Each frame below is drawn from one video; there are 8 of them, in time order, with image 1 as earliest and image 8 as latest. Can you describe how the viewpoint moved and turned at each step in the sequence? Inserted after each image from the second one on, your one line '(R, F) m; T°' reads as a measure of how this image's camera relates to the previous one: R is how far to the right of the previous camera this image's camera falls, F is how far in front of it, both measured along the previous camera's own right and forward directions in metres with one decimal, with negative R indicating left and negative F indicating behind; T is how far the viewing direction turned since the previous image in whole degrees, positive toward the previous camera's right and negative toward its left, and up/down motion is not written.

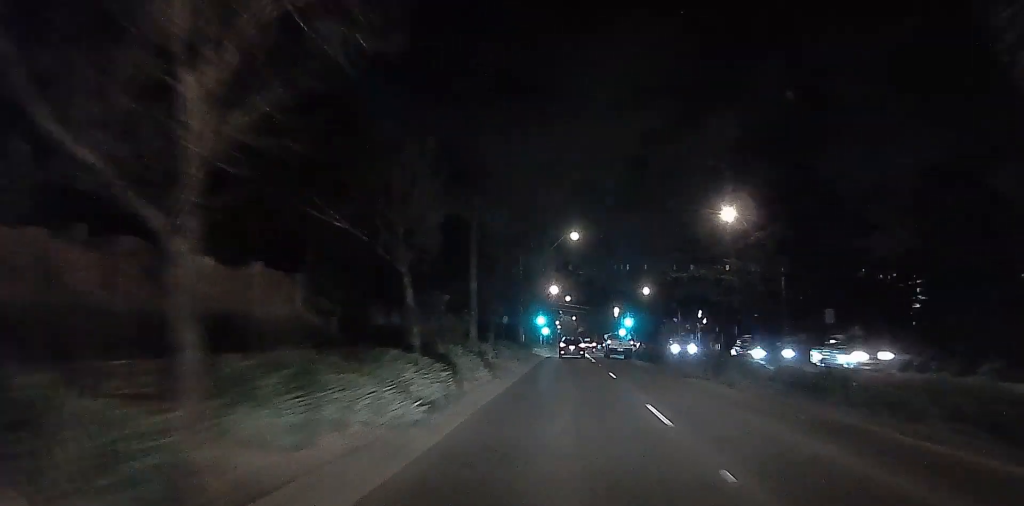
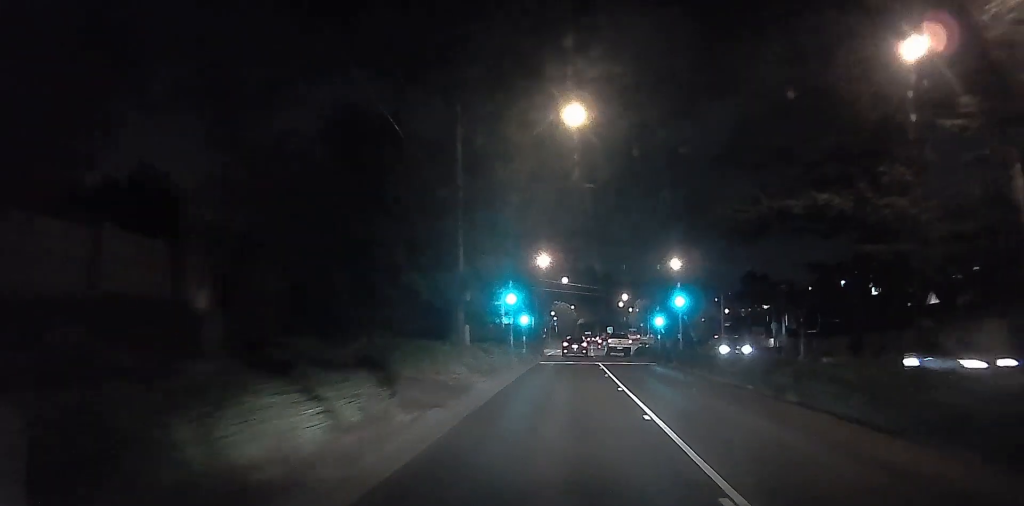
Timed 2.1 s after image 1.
(+0.1, +32.1) m; +1°
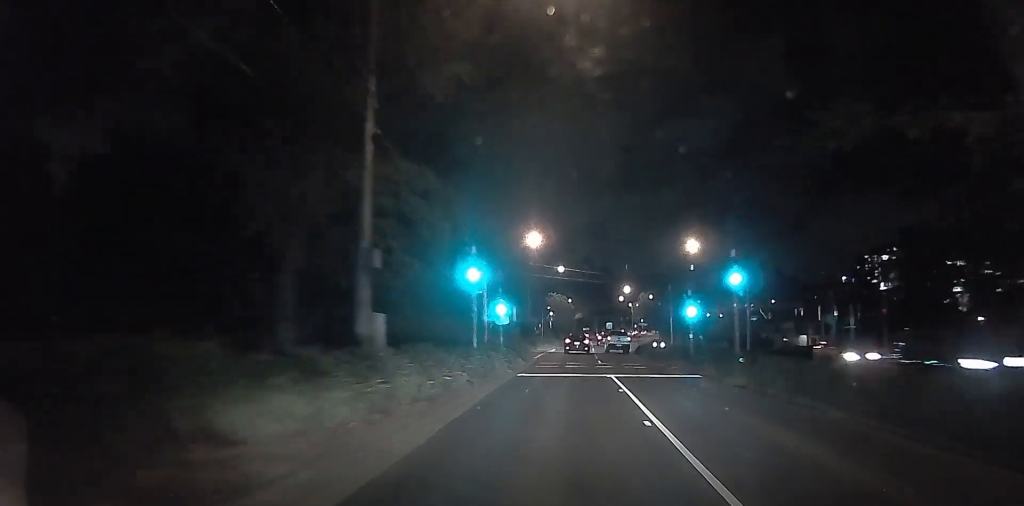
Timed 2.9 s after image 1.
(0.0, +11.5) m; 0°
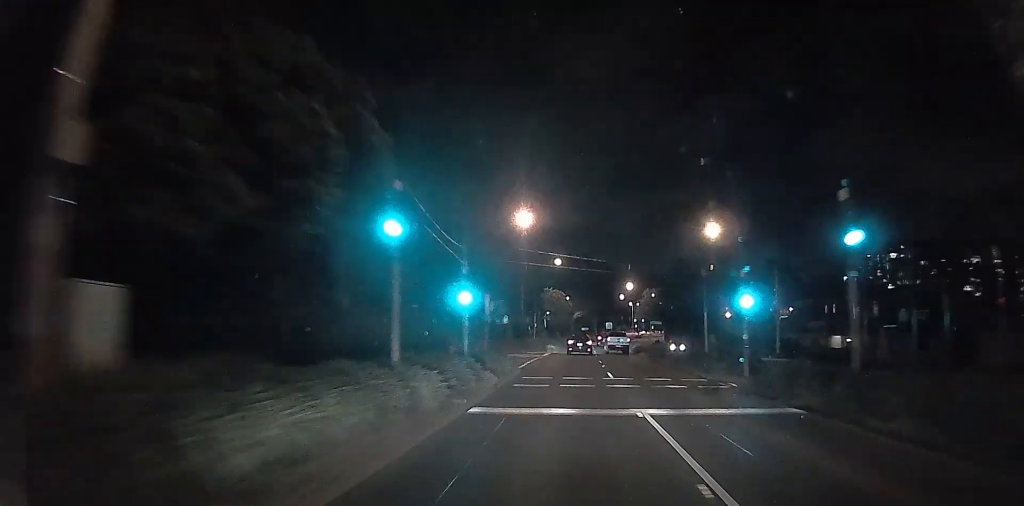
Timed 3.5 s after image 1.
(-0.1, +8.9) m; 0°
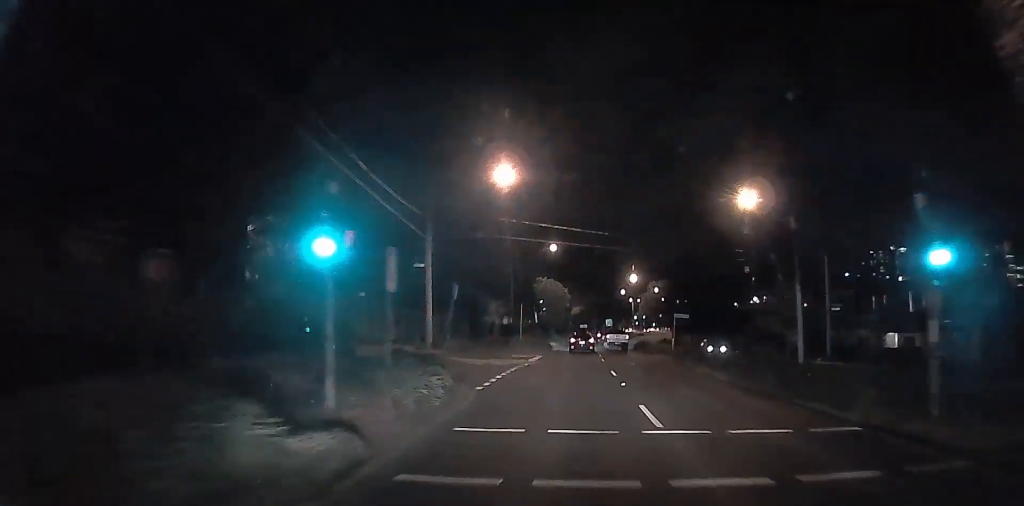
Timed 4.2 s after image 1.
(0.0, +11.3) m; 0°
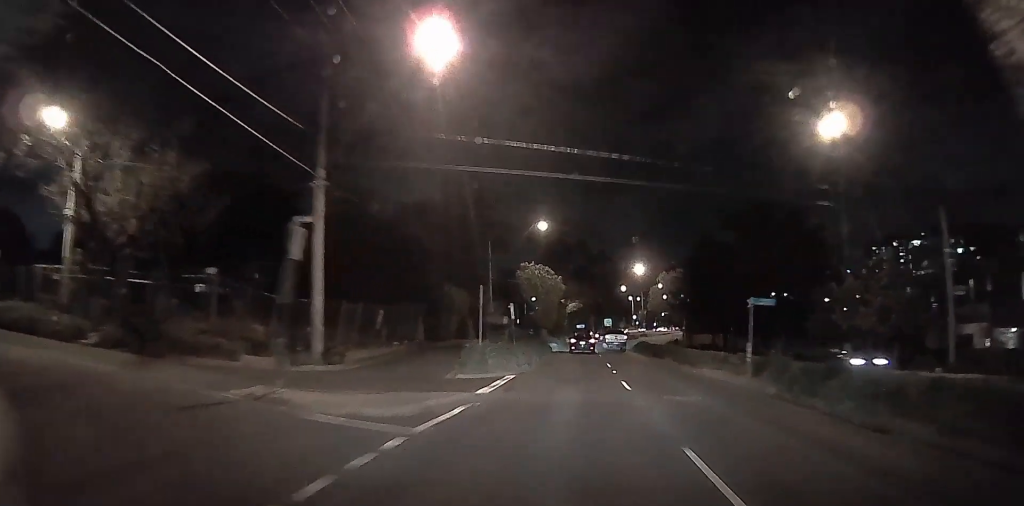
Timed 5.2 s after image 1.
(0.0, +17.6) m; 0°
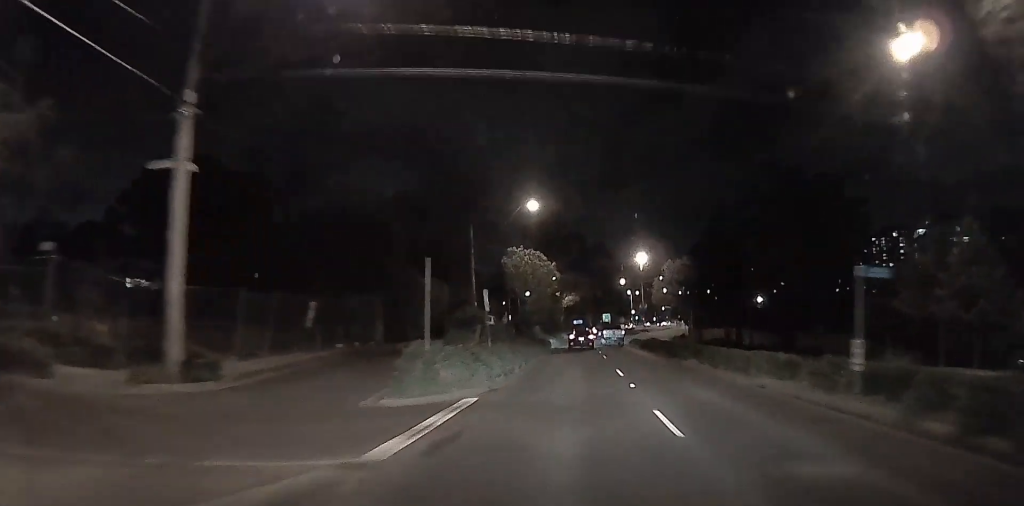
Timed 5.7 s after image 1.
(0.0, +9.3) m; -1°
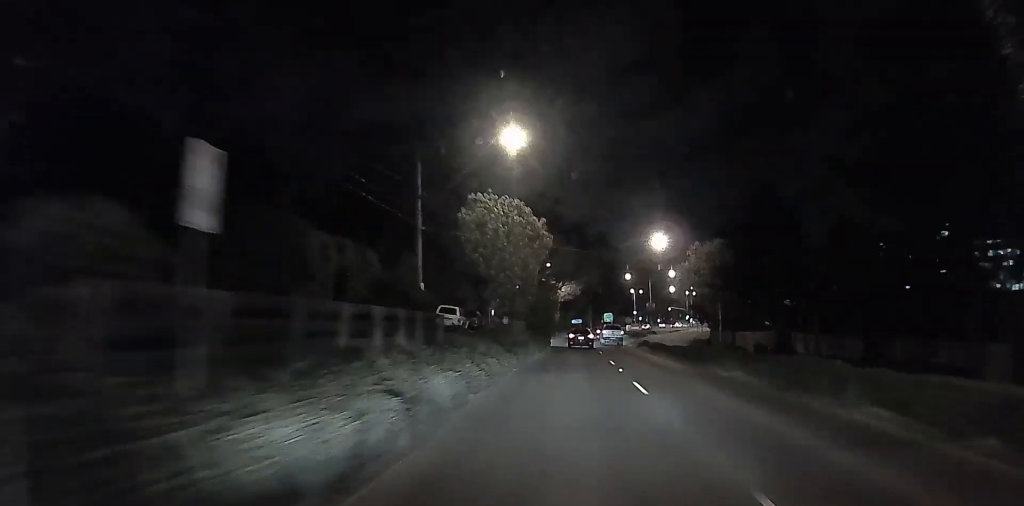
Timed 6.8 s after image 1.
(-0.6, +20.2) m; -2°
